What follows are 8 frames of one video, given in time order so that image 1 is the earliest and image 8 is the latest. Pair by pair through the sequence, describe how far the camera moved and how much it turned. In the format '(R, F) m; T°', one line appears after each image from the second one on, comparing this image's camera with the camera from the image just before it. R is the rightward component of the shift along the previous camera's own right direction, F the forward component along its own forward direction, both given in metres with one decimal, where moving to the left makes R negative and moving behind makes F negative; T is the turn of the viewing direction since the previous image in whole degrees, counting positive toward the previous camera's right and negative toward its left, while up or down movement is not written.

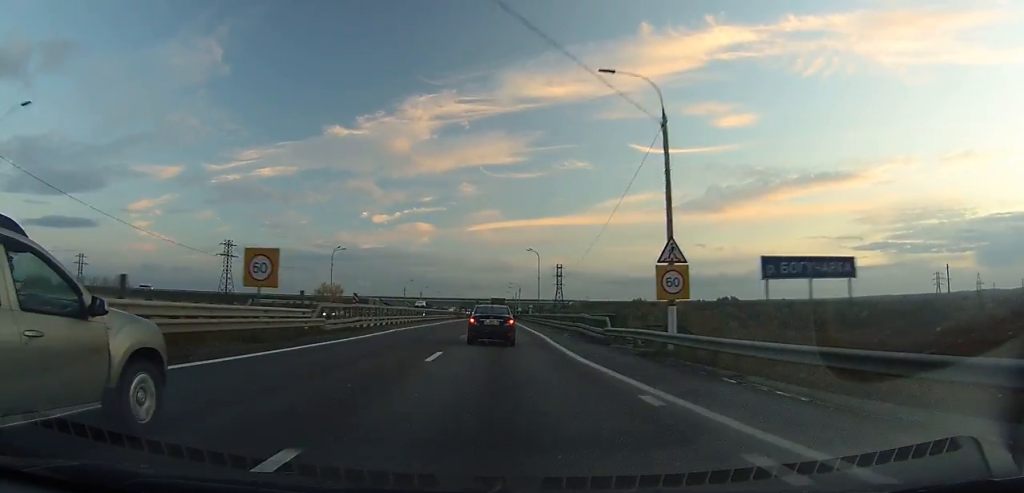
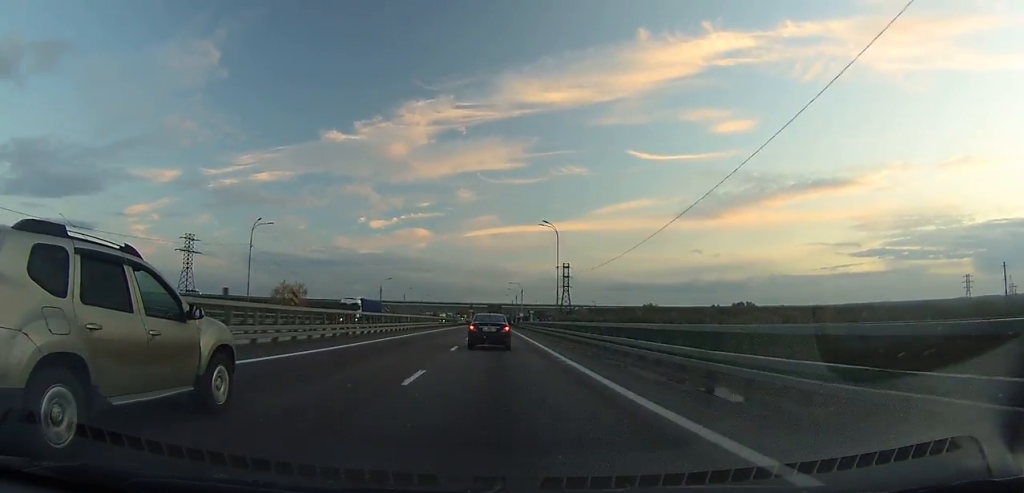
(0.0, +29.6) m; 0°
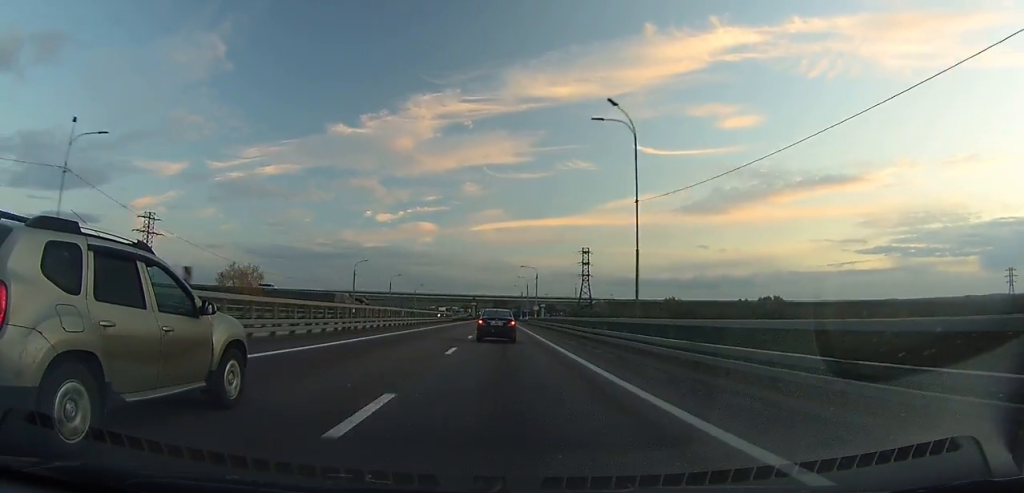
(+0.1, +29.7) m; 0°
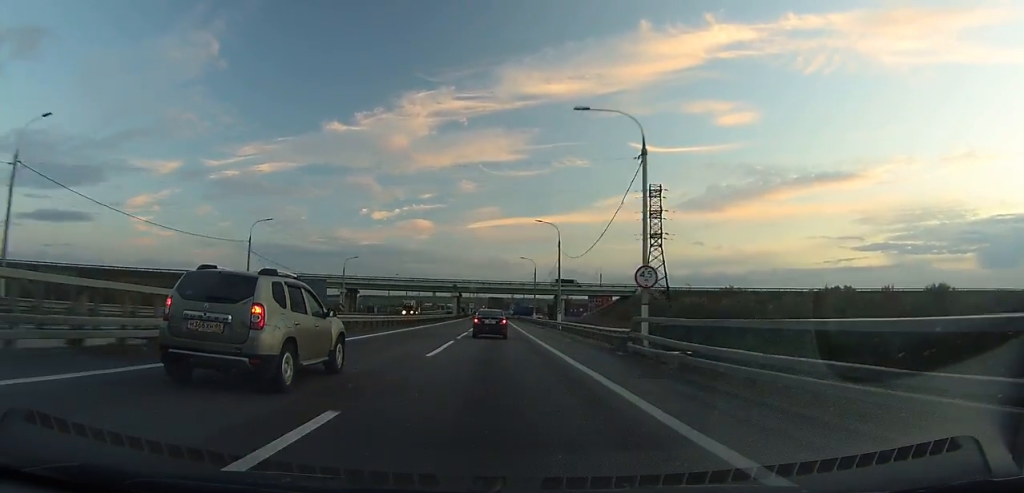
(-0.2, +76.6) m; 0°
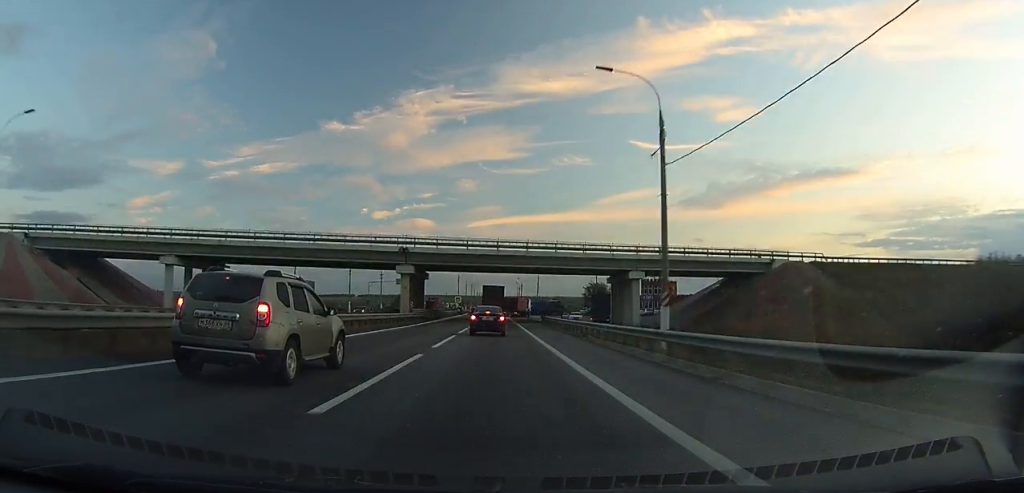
(-0.1, +67.4) m; 0°
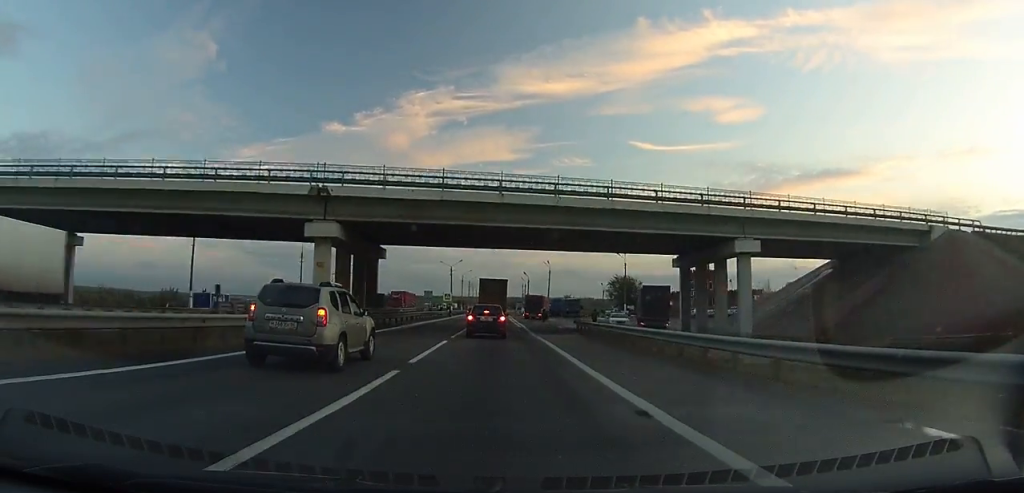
(0.0, +29.0) m; 0°
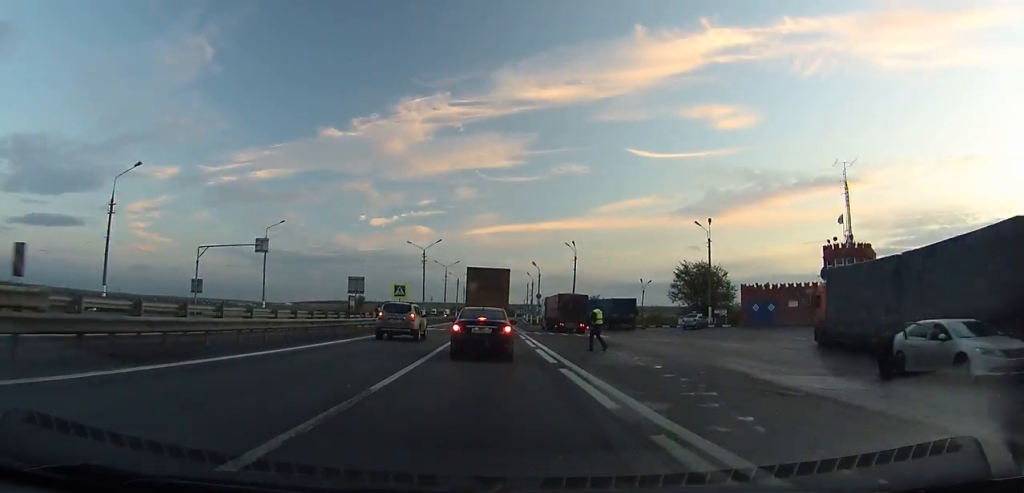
(-0.2, +46.4) m; 0°
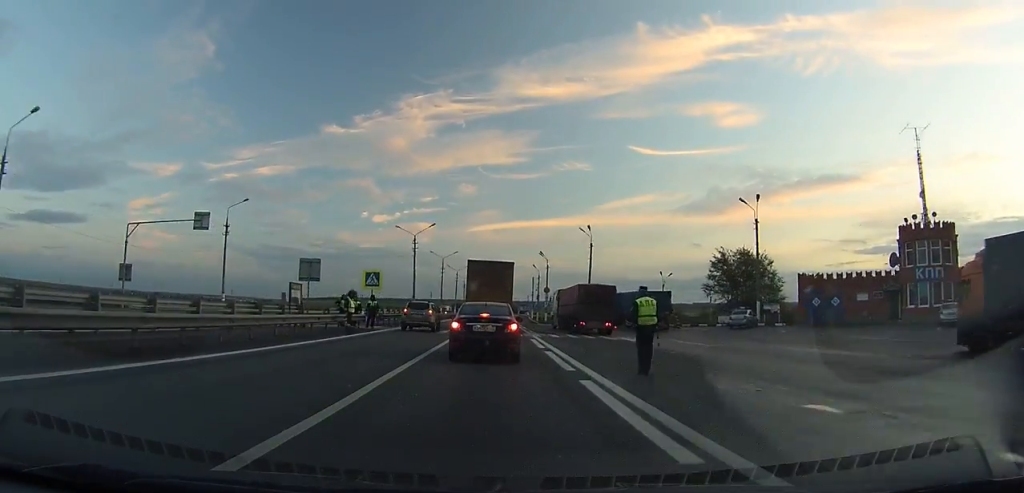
(0.0, +12.5) m; 0°
